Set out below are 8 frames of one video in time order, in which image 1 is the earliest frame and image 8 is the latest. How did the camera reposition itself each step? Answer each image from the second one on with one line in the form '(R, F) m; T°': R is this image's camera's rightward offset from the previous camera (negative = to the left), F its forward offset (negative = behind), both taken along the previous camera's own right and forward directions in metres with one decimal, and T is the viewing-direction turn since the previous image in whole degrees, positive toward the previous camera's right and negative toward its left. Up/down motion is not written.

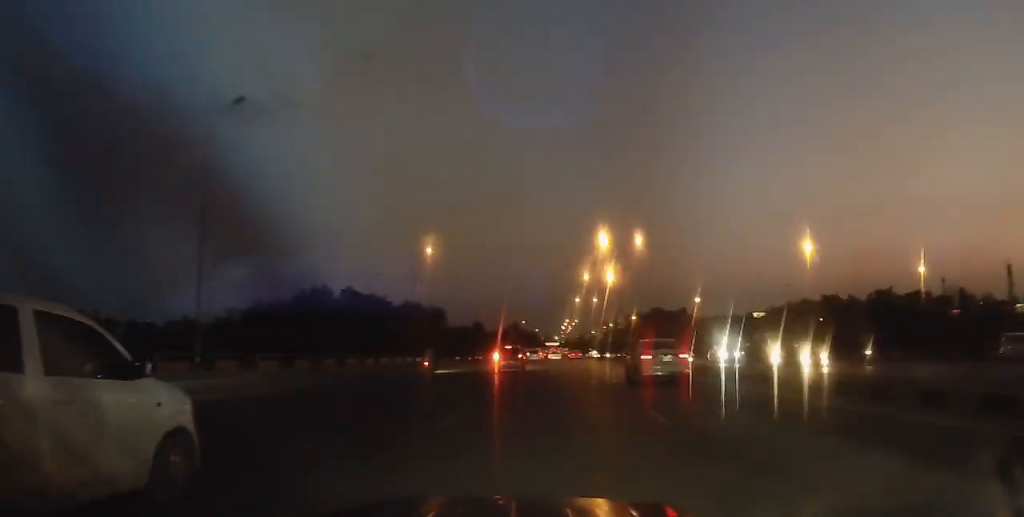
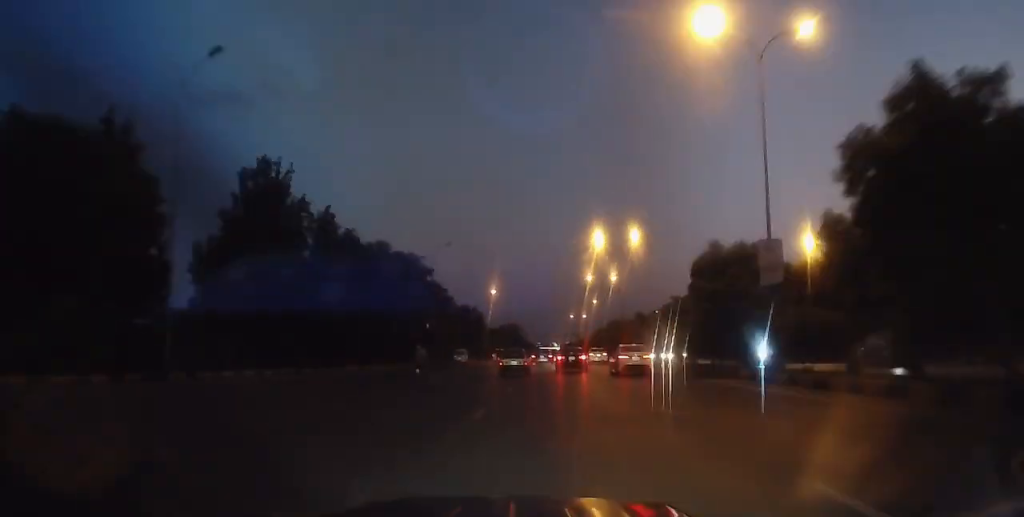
(-1.6, +287.2) m; 0°
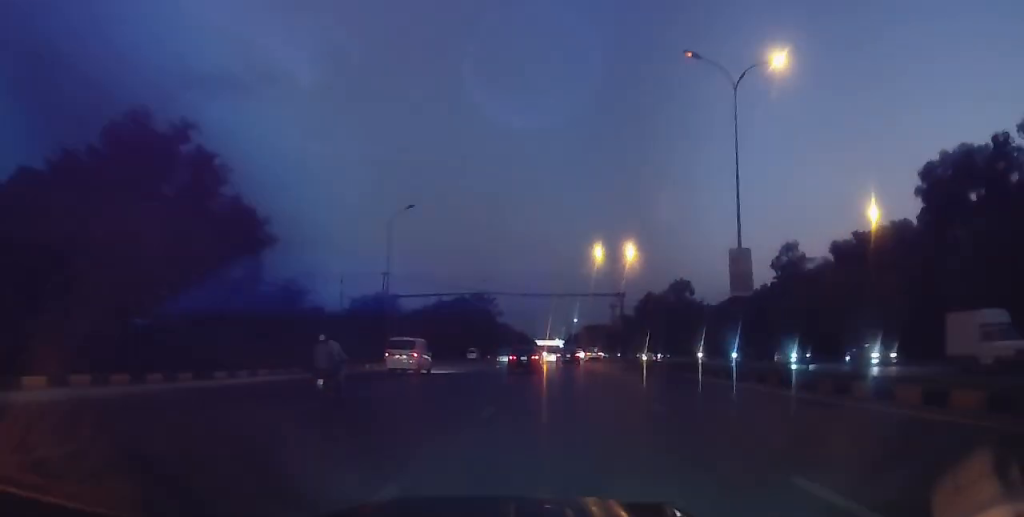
(+0.2, +138.9) m; 0°
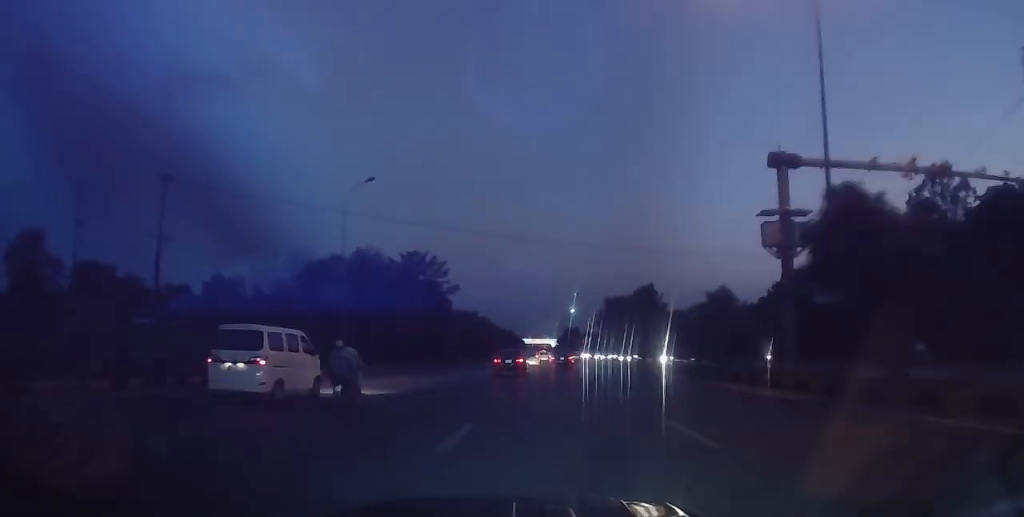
(-0.2, +80.5) m; 0°
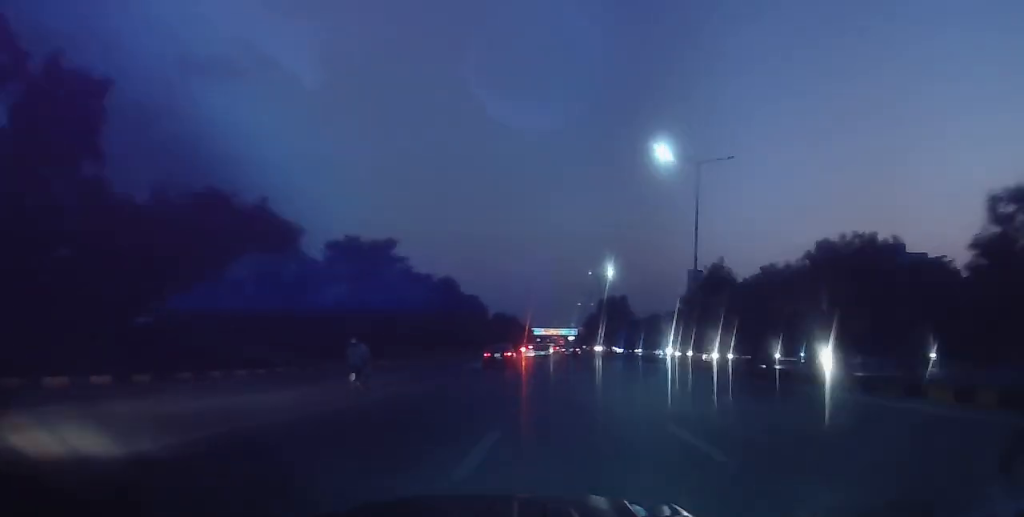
(-0.4, +113.5) m; 0°
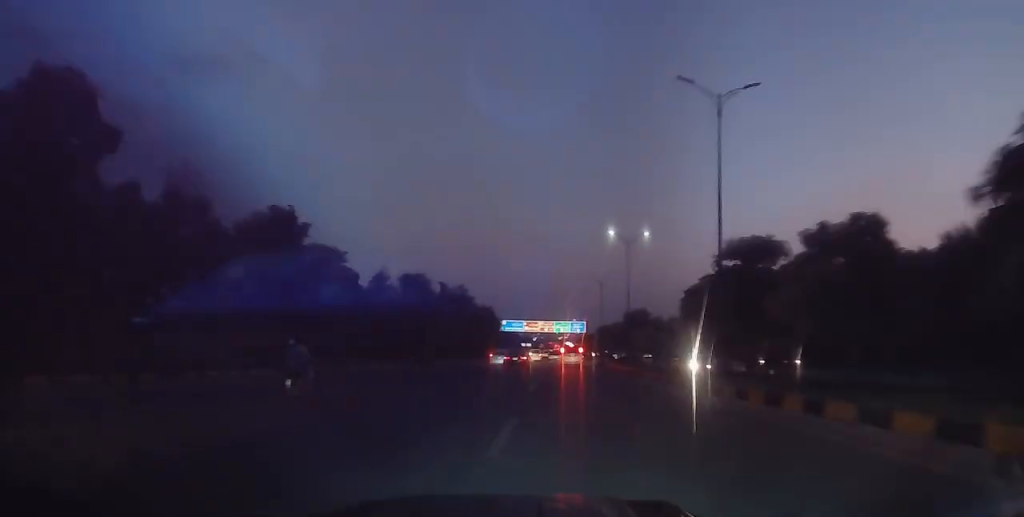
(-0.1, +120.2) m; 0°
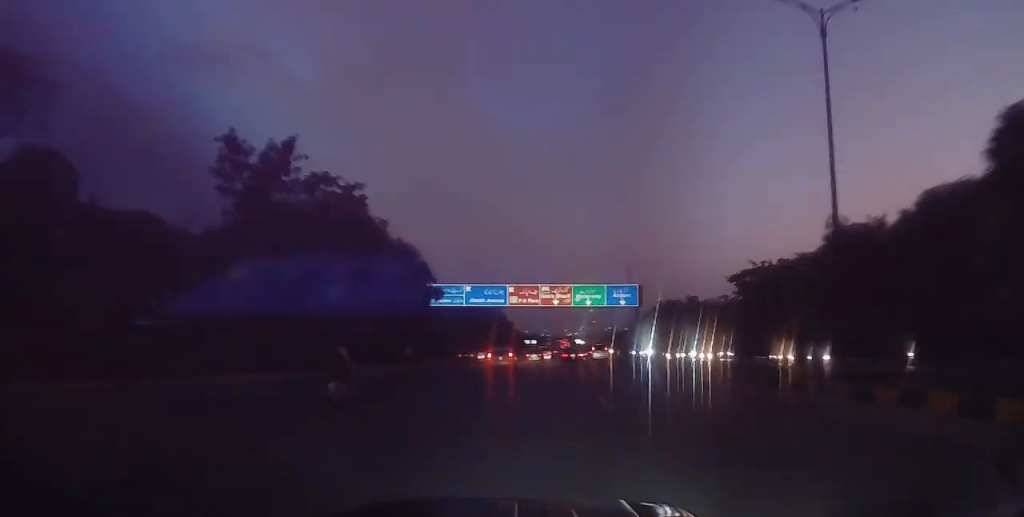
(+0.1, +44.5) m; 0°
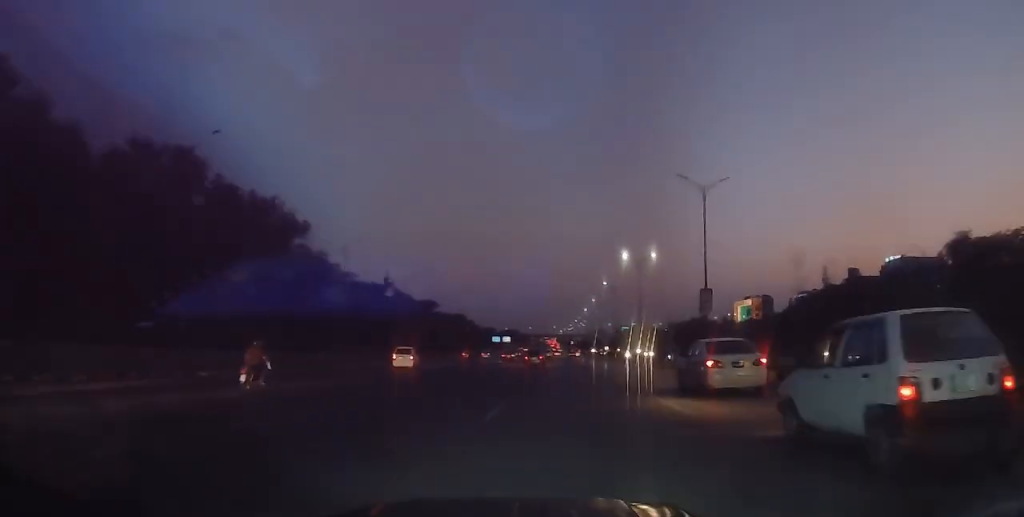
(+0.6, +85.9) m; 0°
